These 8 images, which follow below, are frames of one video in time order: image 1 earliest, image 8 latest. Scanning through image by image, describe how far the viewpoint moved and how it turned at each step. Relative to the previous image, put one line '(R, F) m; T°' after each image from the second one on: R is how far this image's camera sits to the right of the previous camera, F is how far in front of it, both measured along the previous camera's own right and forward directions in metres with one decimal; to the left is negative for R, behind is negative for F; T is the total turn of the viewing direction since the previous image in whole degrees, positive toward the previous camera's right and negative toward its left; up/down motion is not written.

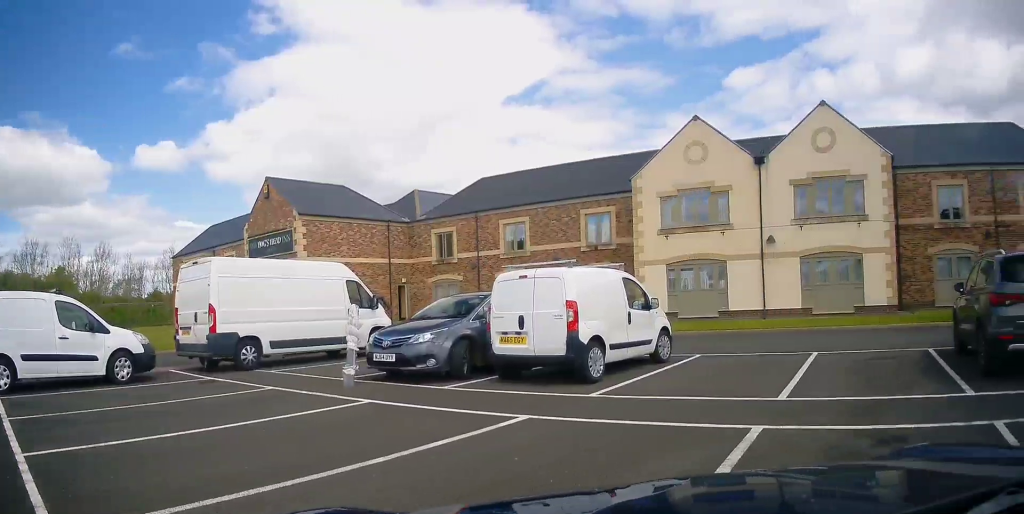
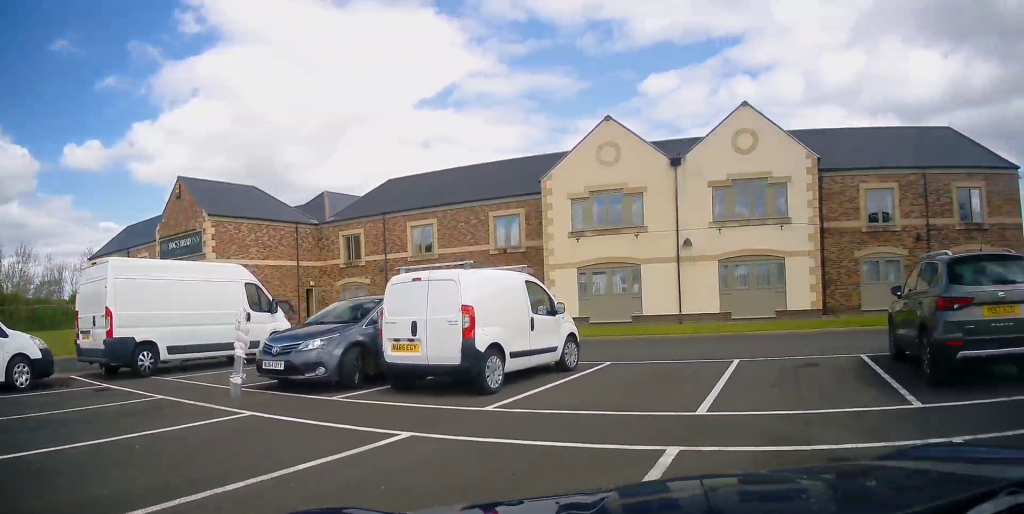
(0.0, +0.7) m; +17°
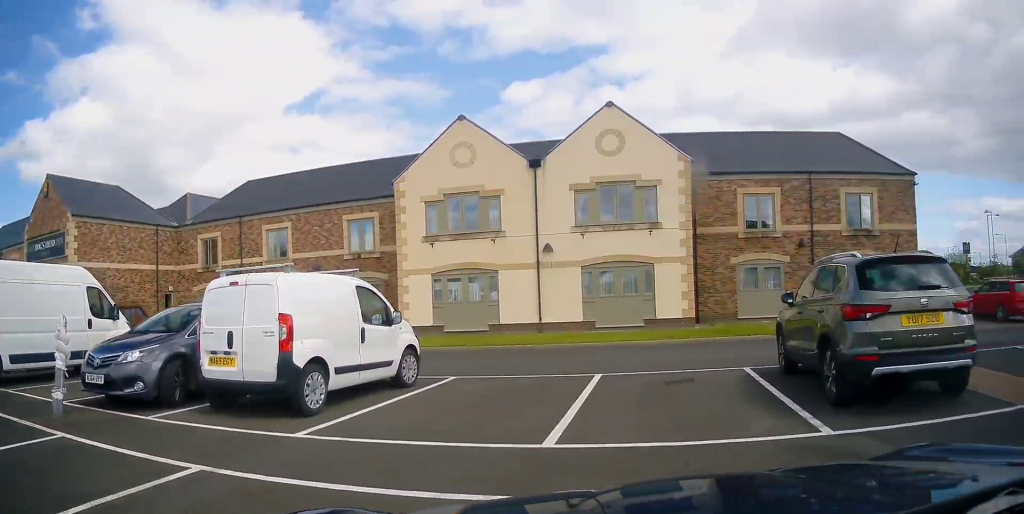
(+0.4, +1.2) m; +13°
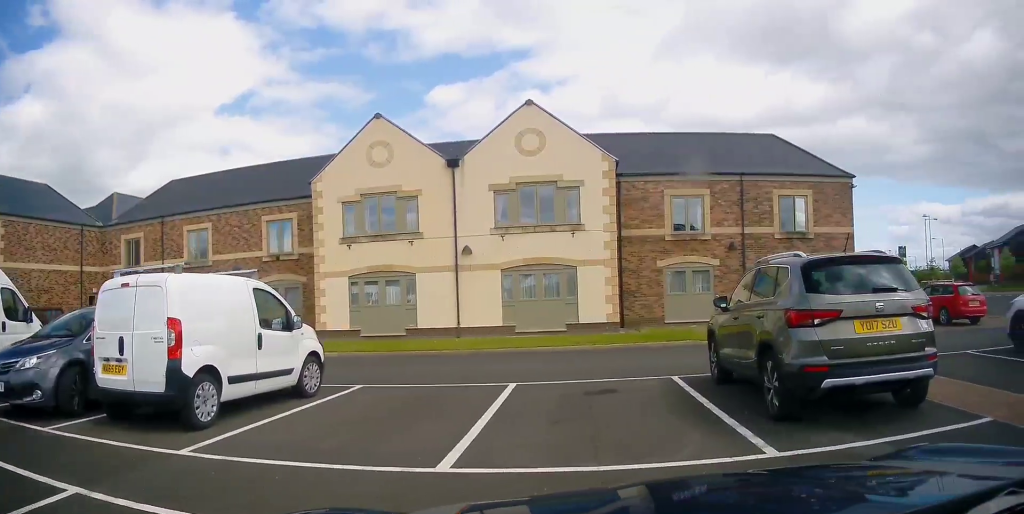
(+0.3, +0.8) m; 0°
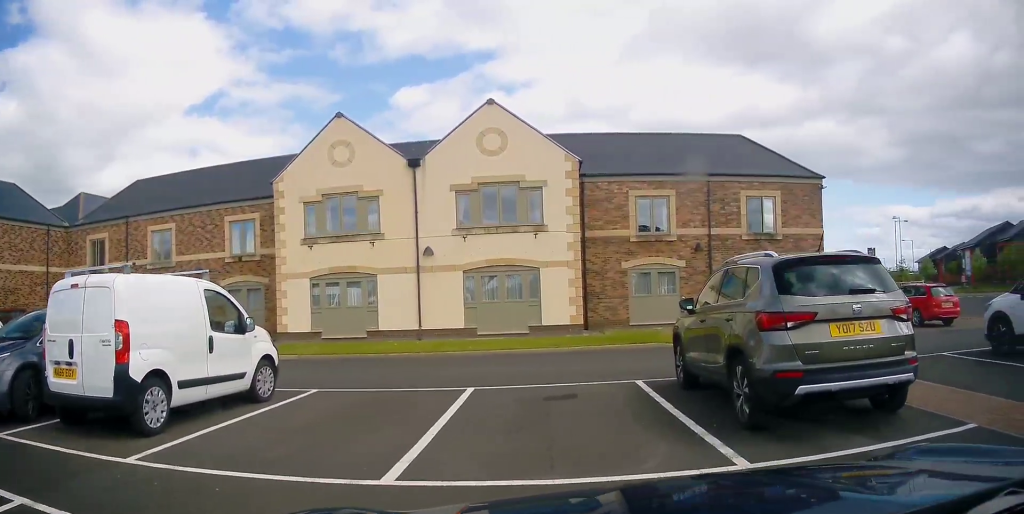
(0.0, +0.1) m; 0°
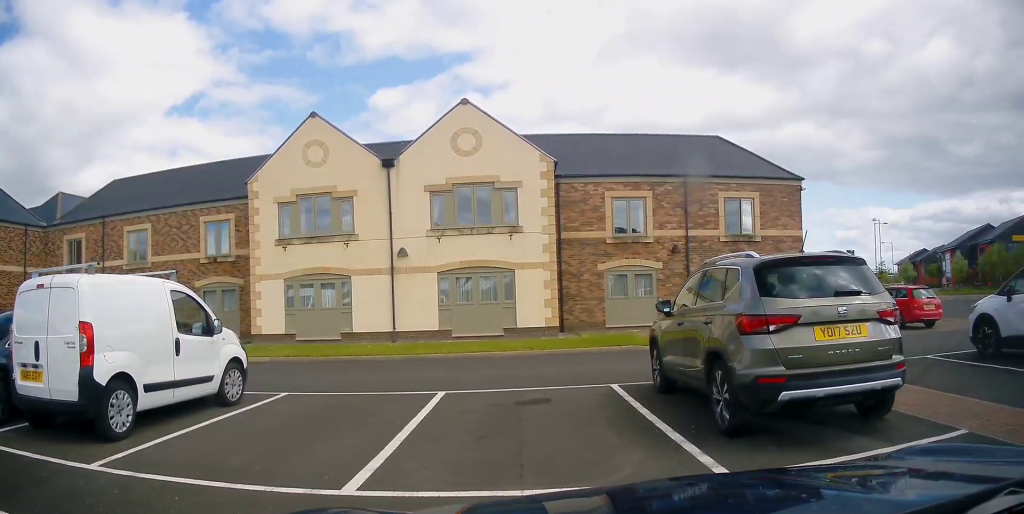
(-0.2, +0.4) m; 0°
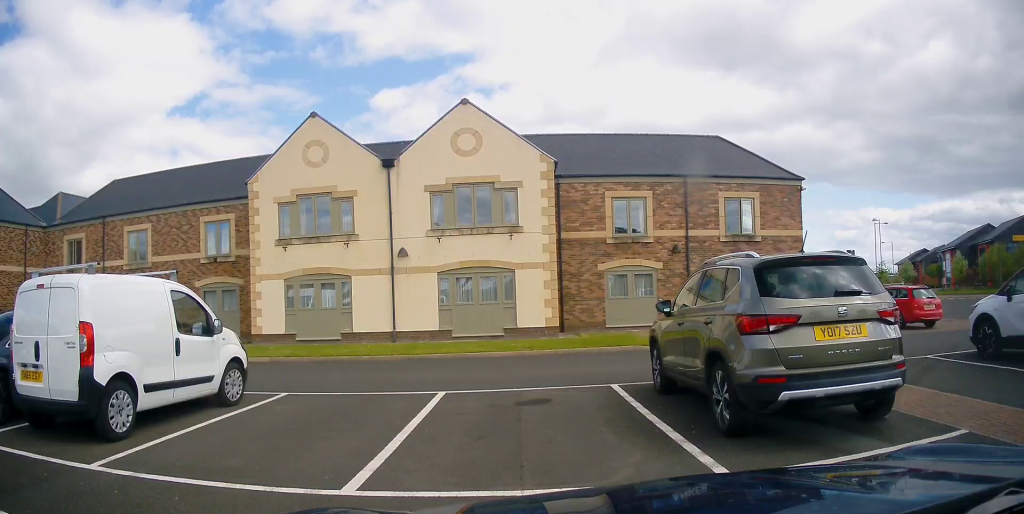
(-0.1, +0.3) m; 0°
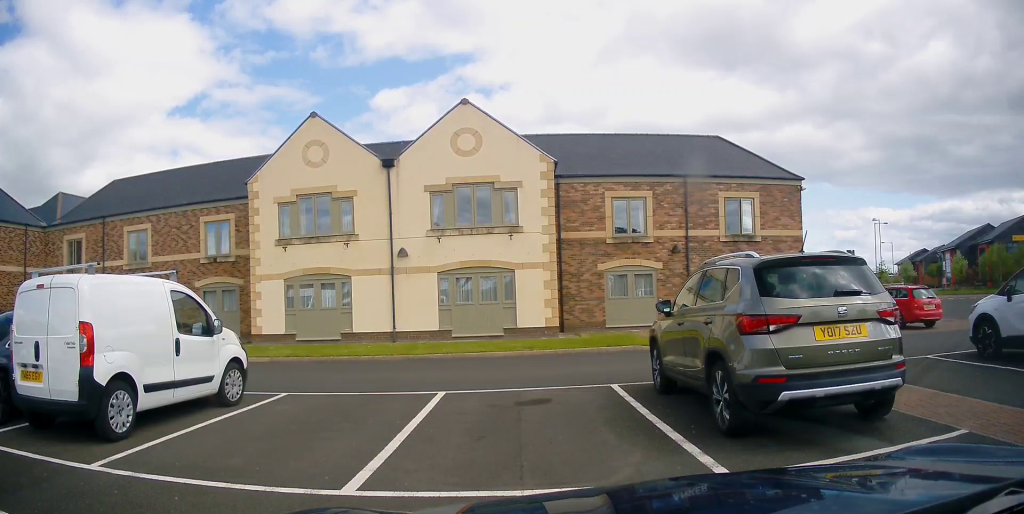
(0.0, 0.0) m; 0°
